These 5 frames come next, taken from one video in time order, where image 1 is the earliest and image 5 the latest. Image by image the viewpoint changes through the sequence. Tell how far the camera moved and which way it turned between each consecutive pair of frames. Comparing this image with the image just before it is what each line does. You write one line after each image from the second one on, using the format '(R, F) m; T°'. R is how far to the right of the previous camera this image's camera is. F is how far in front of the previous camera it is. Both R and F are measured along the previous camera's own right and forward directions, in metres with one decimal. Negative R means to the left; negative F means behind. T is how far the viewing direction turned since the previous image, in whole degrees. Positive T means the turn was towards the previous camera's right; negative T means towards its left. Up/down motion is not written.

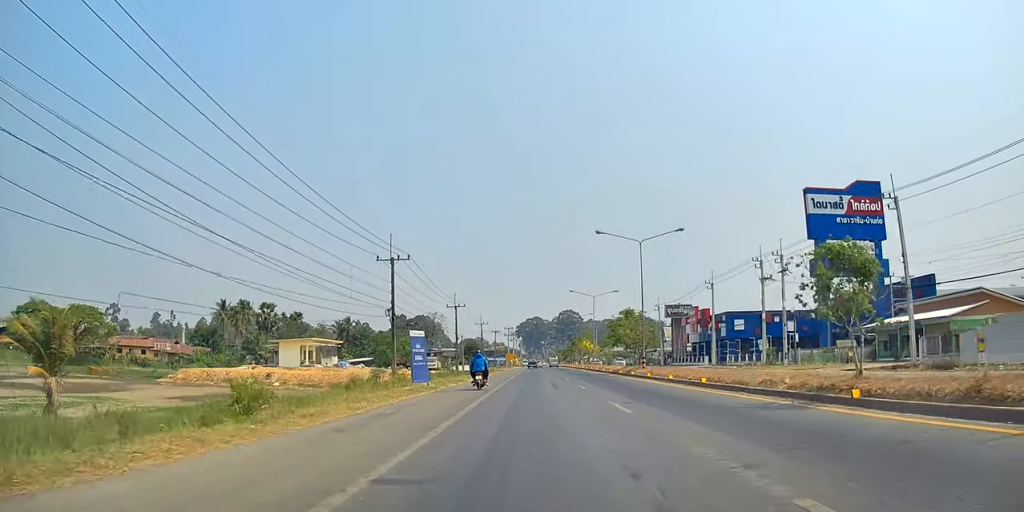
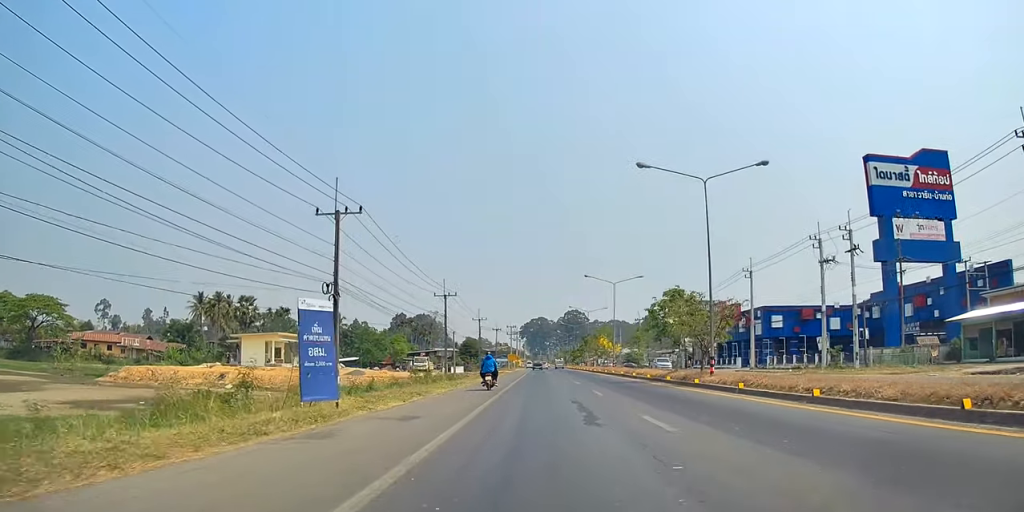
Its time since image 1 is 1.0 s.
(-0.4, +15.7) m; -2°
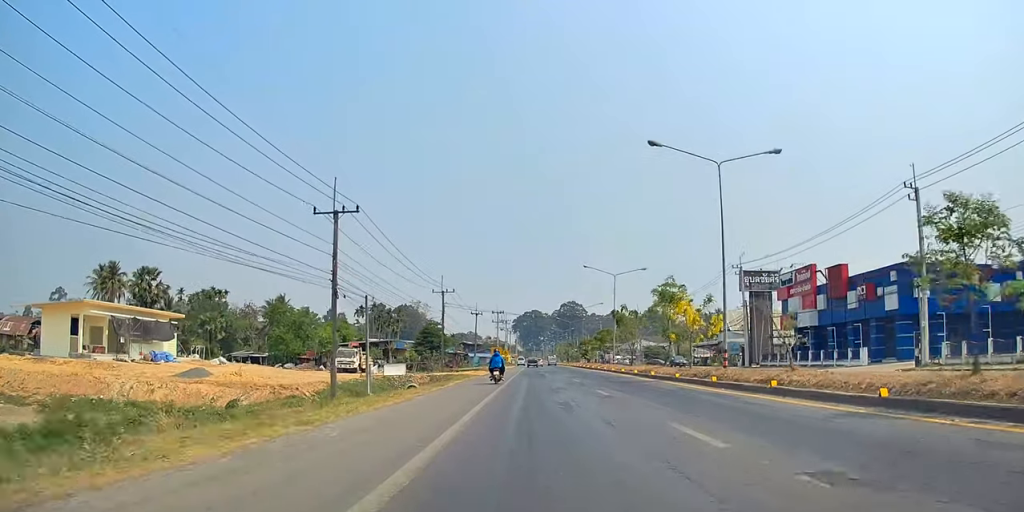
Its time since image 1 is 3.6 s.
(0.0, +39.1) m; 0°
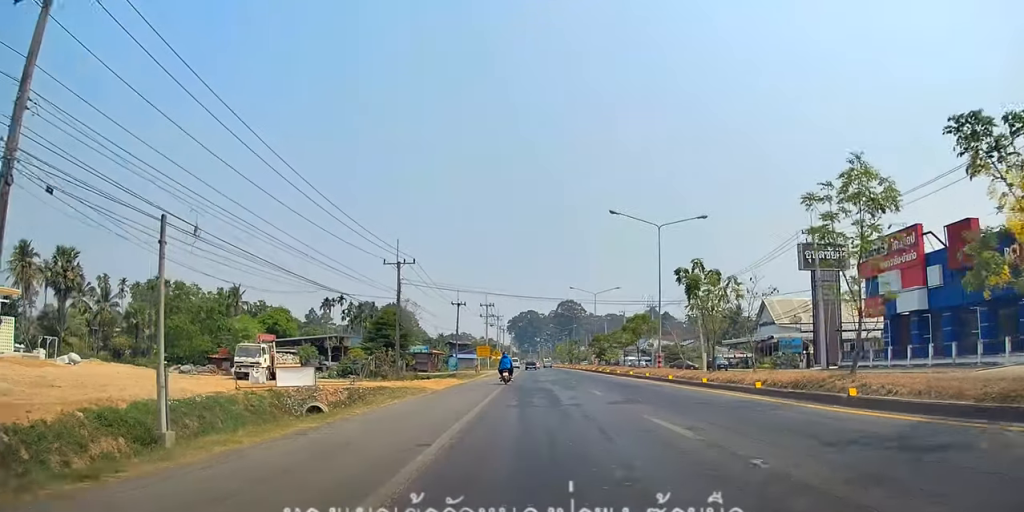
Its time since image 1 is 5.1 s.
(-0.1, +23.1) m; 0°
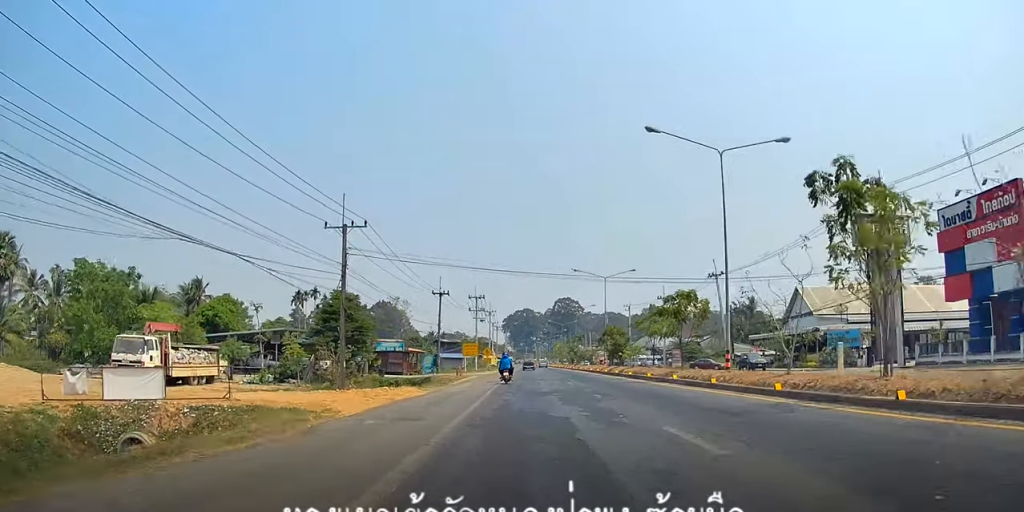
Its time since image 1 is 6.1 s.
(0.0, +14.5) m; 0°
